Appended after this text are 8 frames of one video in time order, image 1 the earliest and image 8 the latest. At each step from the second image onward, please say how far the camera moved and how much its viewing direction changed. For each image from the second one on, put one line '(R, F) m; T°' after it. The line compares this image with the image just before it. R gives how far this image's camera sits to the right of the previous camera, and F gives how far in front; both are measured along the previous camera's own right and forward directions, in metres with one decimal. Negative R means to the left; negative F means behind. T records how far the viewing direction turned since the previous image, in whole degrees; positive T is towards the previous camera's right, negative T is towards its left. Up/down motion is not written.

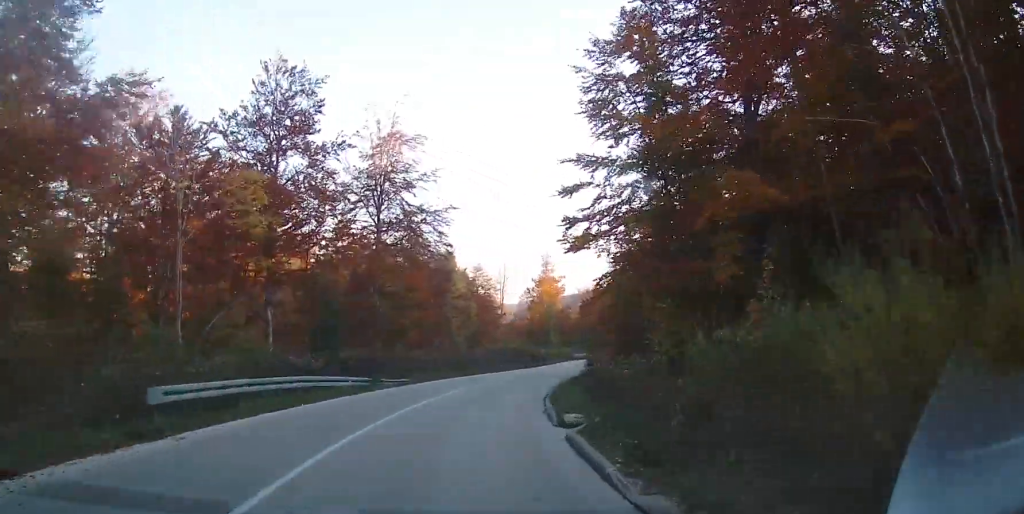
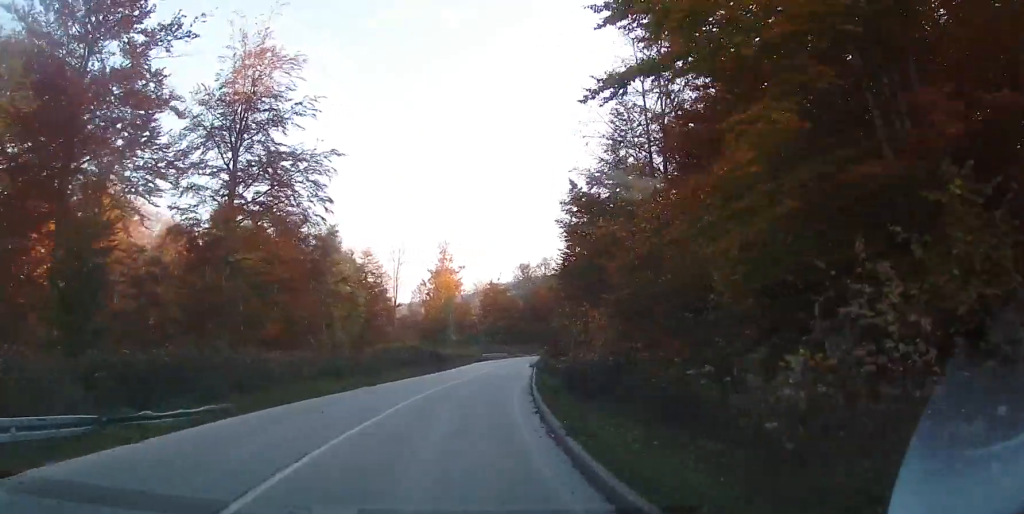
(+0.7, +14.4) m; +9°
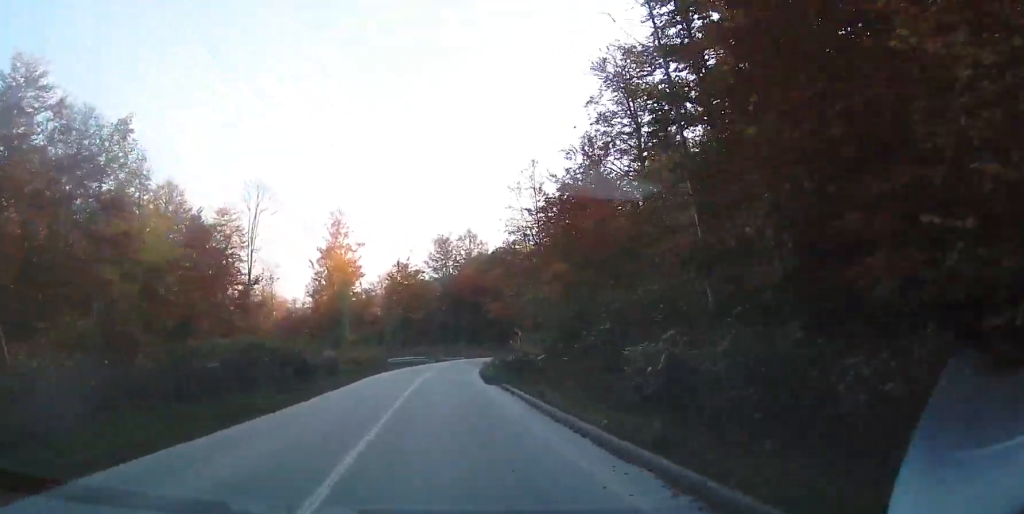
(+4.3, +26.2) m; +14°
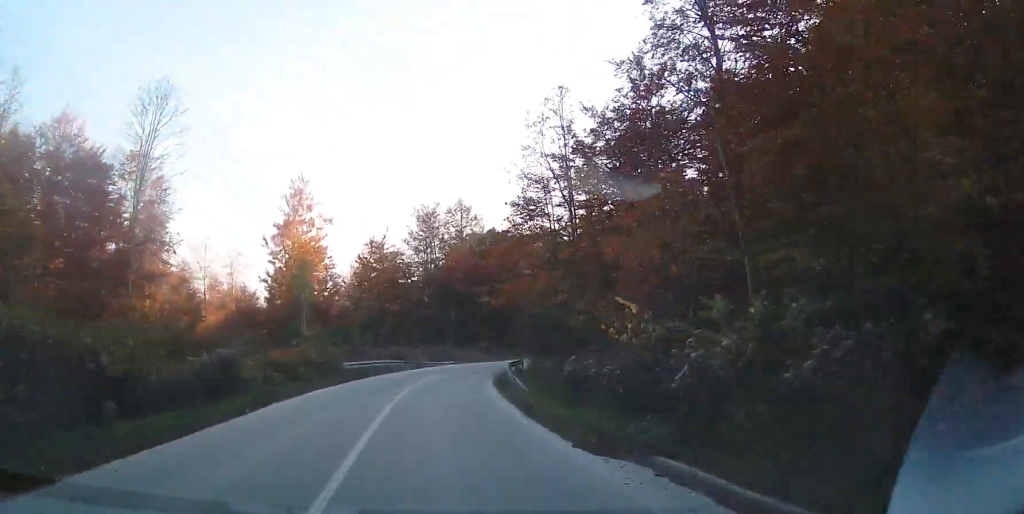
(+0.3, +18.1) m; +3°
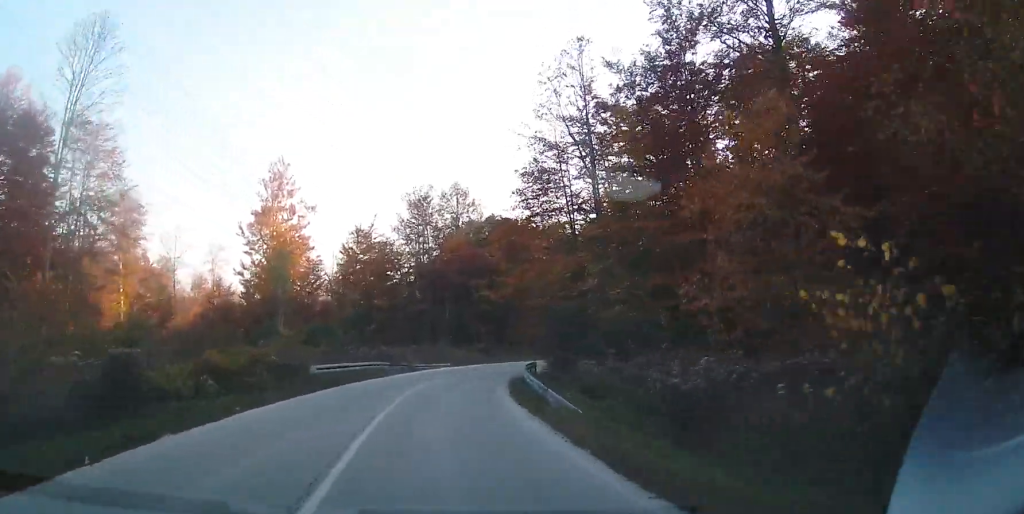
(+0.2, +7.2) m; +1°
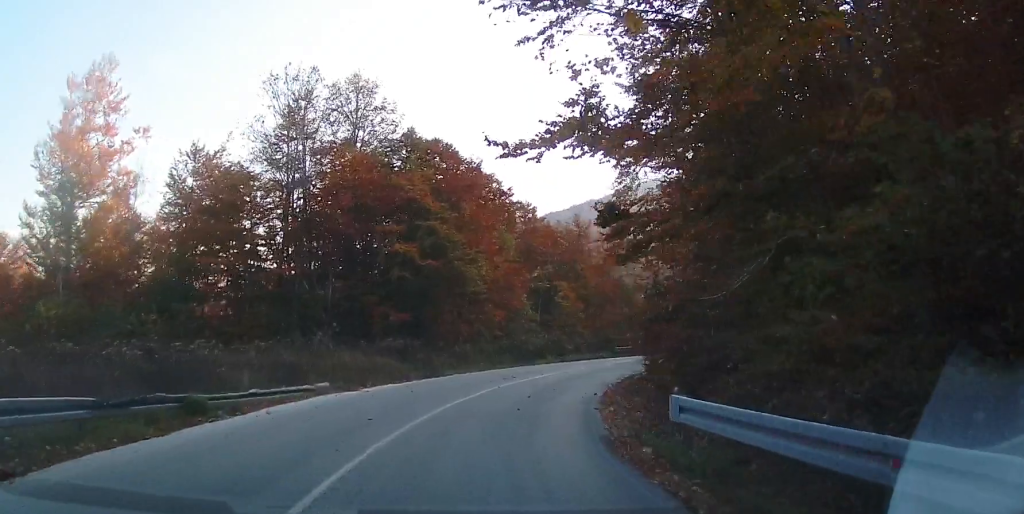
(+1.3, +26.2) m; +10°
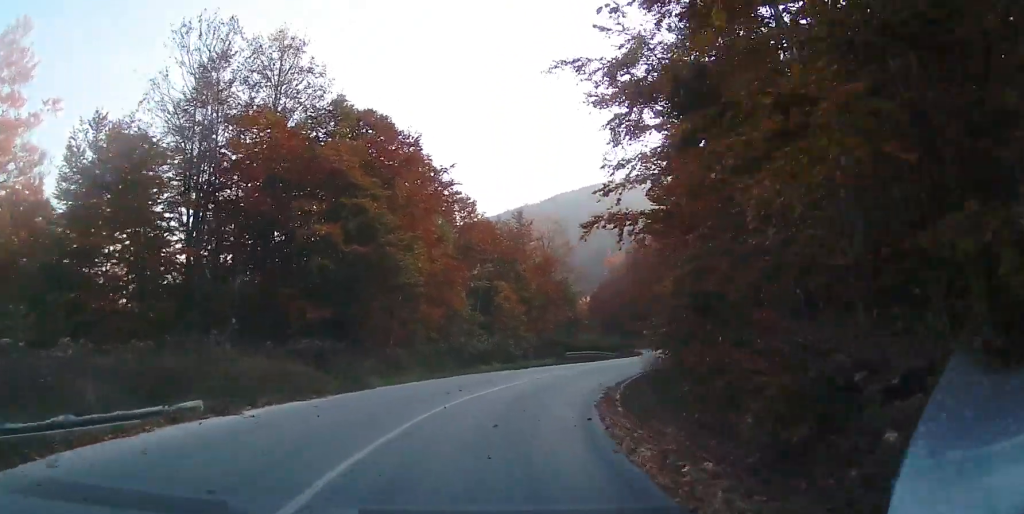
(+0.1, +5.9) m; +5°
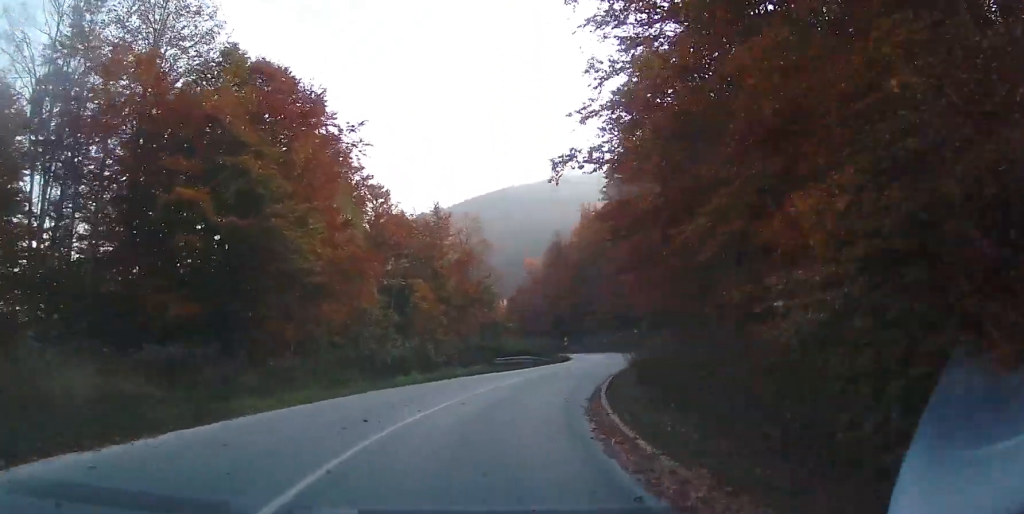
(+0.3, +6.5) m; +7°
